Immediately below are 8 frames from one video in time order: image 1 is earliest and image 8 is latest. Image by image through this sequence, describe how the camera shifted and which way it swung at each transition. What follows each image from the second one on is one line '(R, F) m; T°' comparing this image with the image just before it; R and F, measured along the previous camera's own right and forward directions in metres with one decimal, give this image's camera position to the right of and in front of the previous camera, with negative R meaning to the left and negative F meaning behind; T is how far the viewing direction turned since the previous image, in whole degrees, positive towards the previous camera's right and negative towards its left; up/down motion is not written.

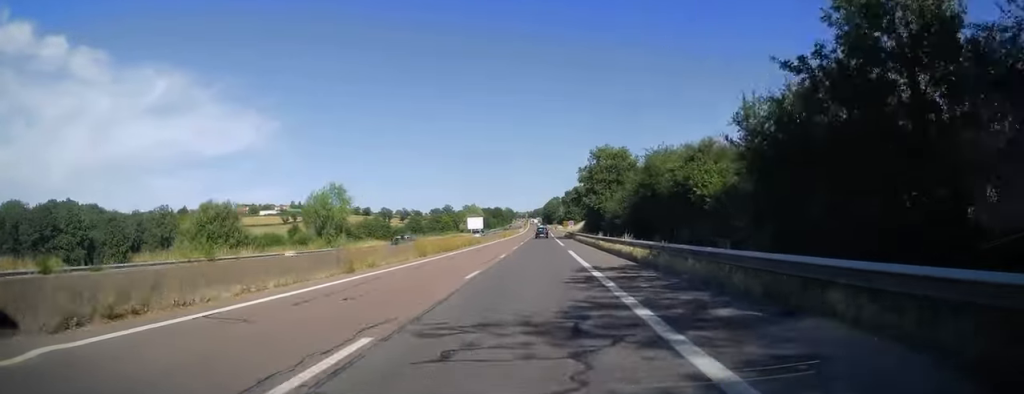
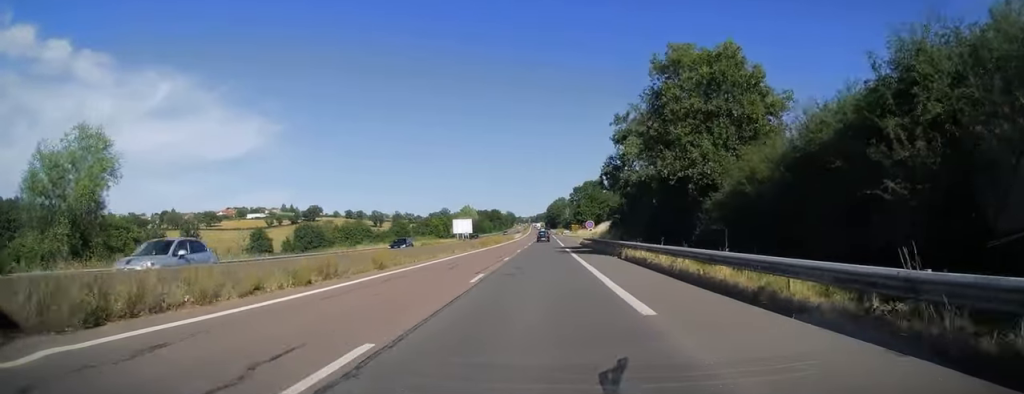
(+0.1, +39.2) m; 0°
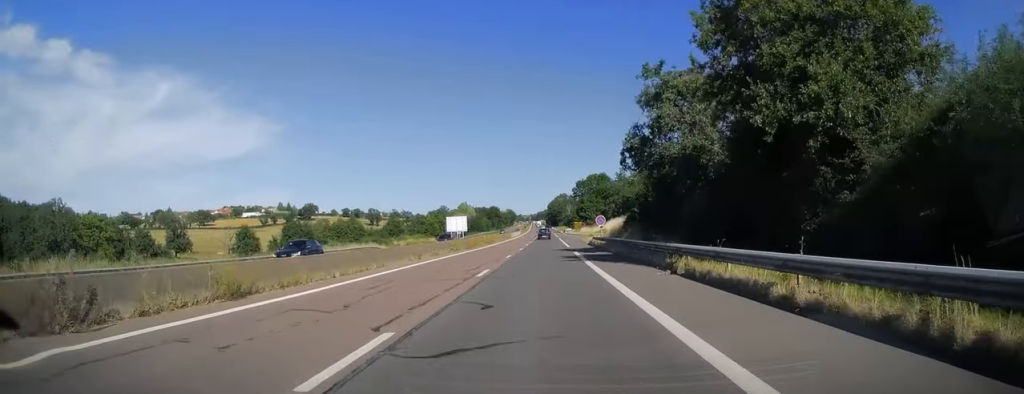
(-0.1, +12.2) m; 0°
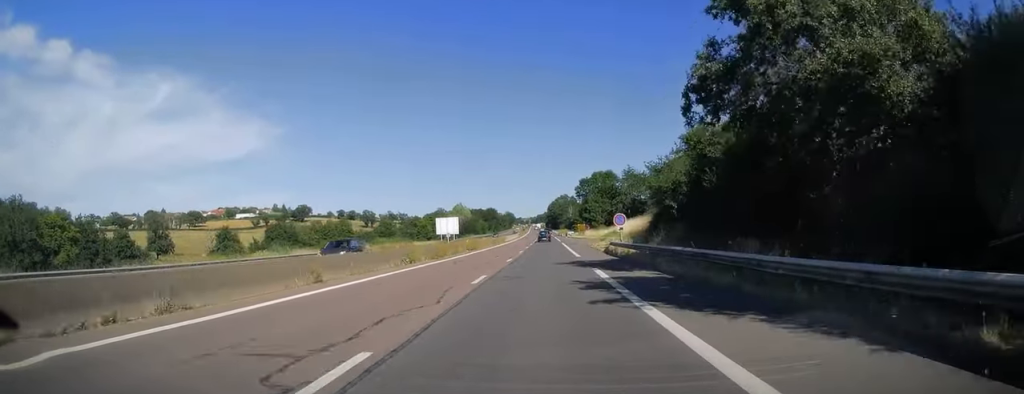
(+0.2, +14.7) m; 0°
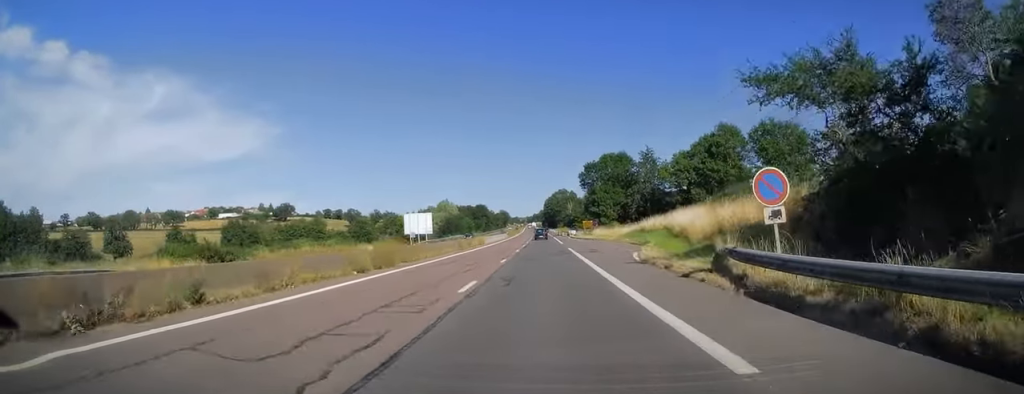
(+0.2, +28.9) m; 0°
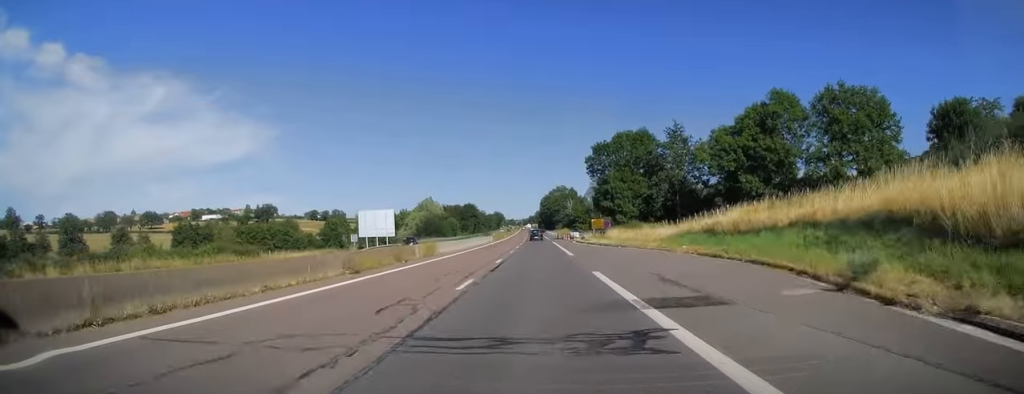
(-0.1, +25.9) m; 0°
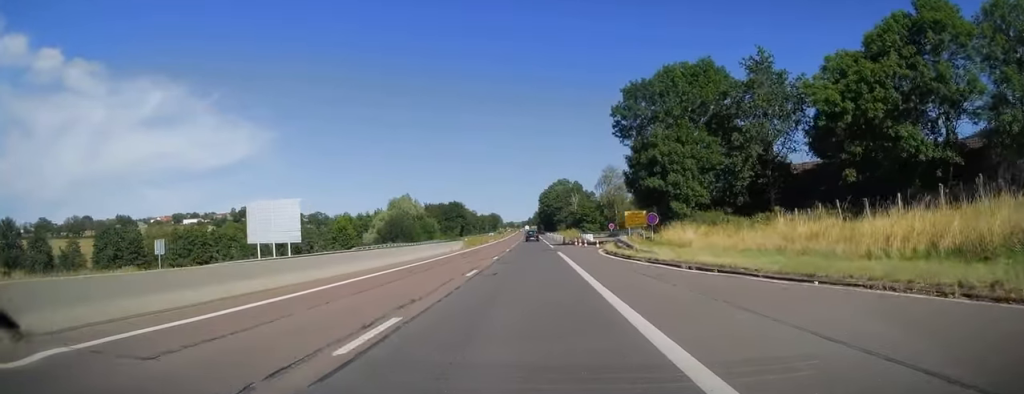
(0.0, +33.7) m; 0°
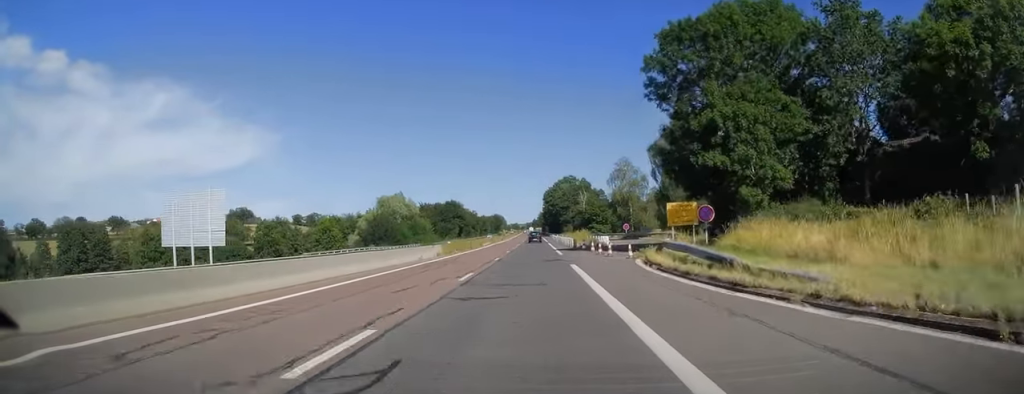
(+0.1, +14.2) m; 0°
